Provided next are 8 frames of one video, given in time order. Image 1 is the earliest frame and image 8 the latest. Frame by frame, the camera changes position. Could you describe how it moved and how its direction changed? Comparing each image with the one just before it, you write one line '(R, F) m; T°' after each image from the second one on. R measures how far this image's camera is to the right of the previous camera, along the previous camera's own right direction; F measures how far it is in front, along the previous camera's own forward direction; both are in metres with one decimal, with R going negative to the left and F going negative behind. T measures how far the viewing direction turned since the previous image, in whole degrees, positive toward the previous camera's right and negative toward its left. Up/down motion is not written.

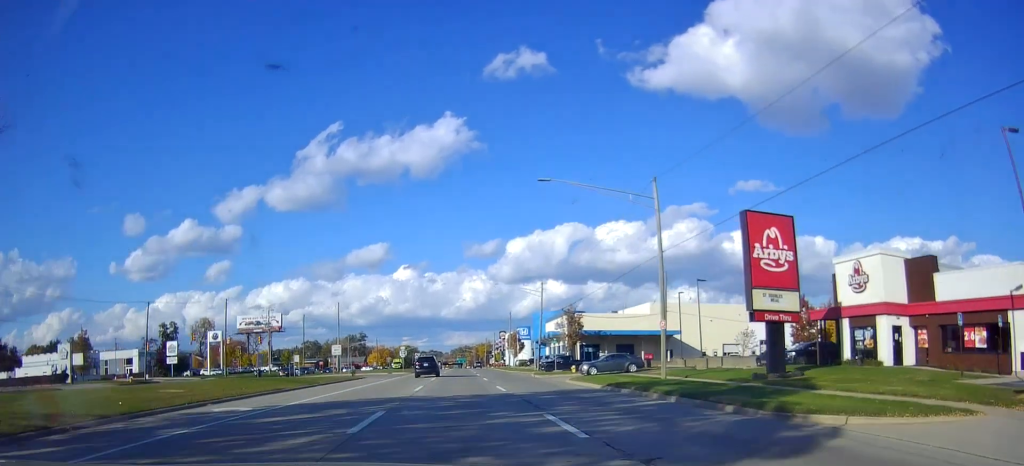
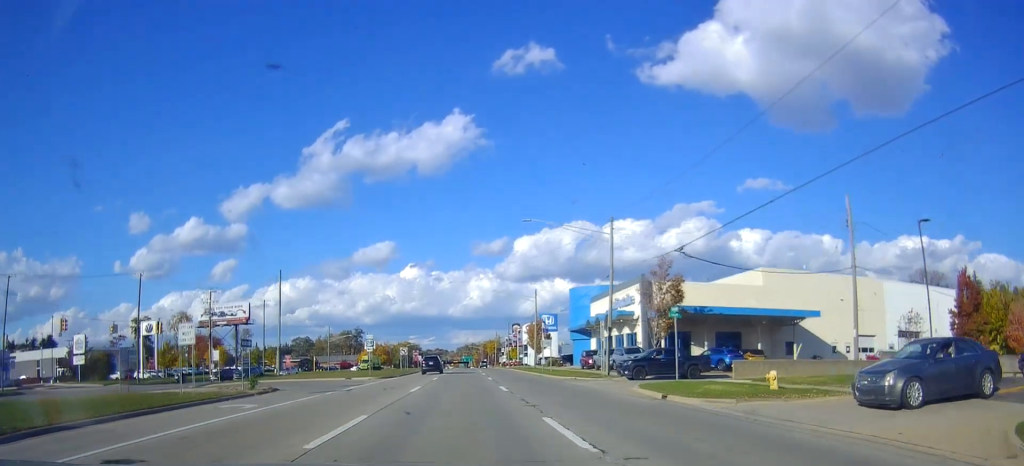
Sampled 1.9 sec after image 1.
(-1.1, +32.5) m; -3°
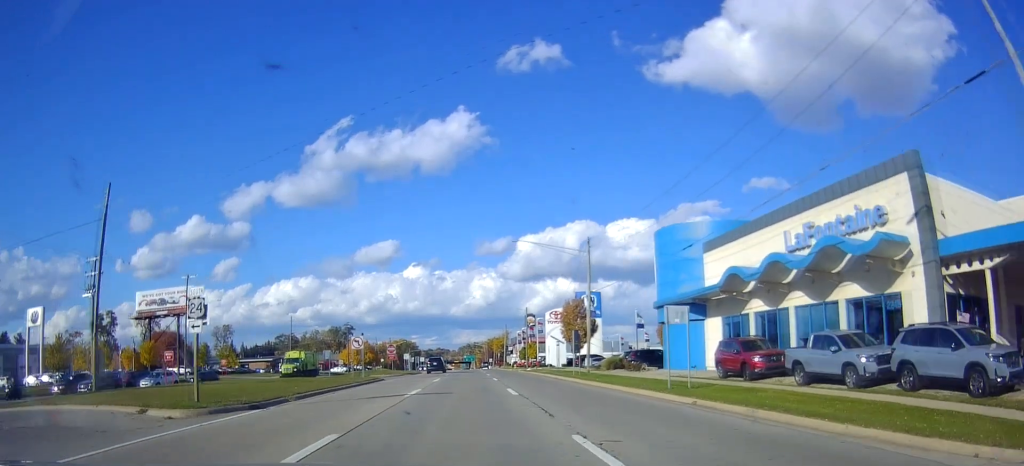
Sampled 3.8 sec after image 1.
(+1.0, +33.5) m; +3°
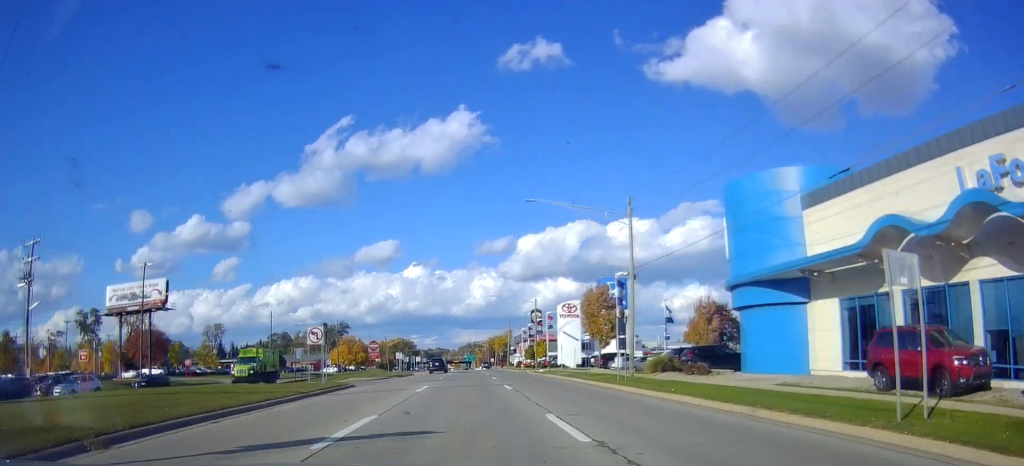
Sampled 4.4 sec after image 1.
(0.0, +12.1) m; 0°
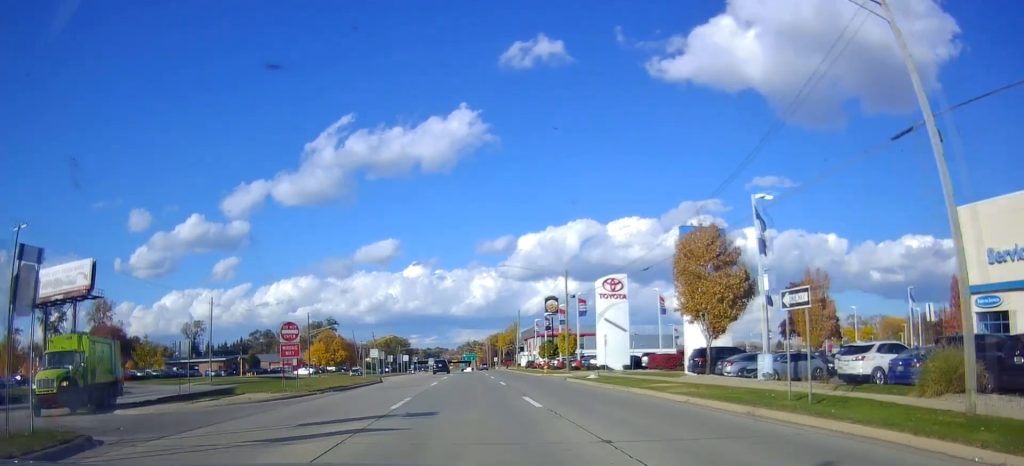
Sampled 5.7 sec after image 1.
(-0.3, +24.7) m; -1°
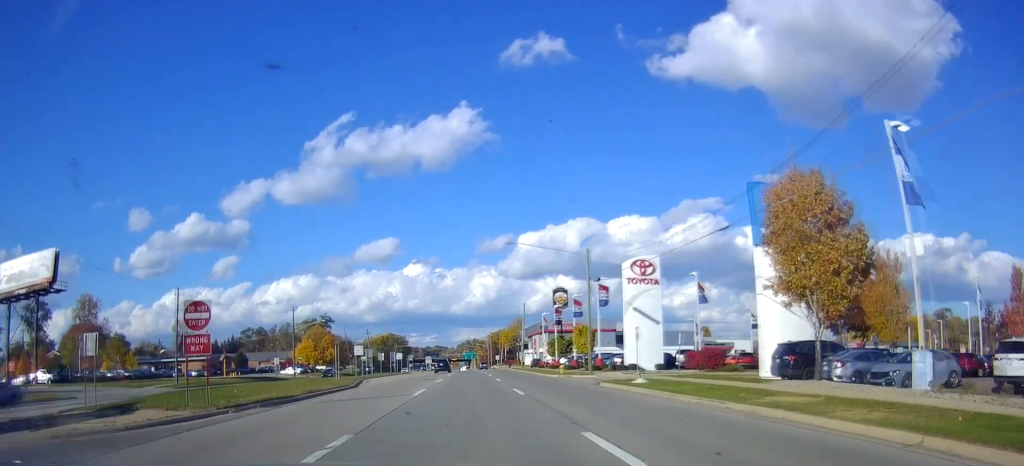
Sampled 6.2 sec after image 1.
(-0.2, +9.8) m; 0°
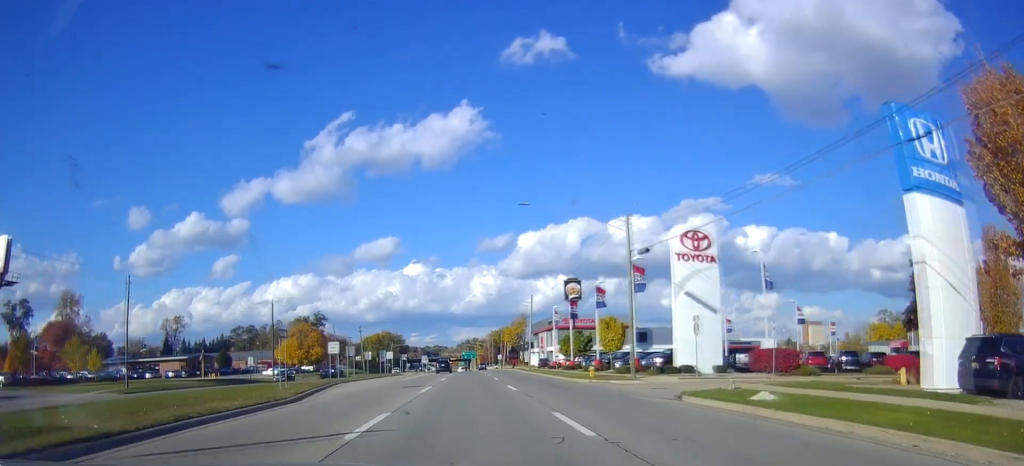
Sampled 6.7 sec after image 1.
(+0.2, +11.4) m; +1°
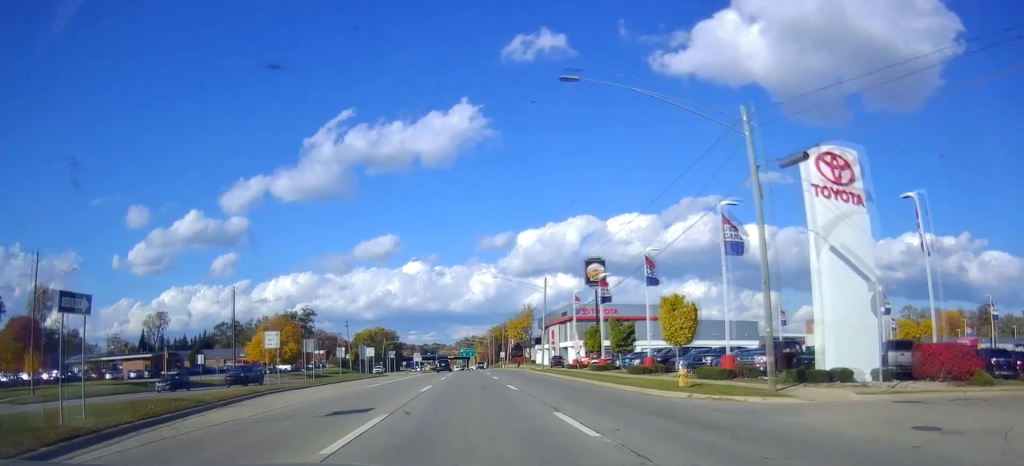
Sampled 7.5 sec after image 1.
(+0.2, +15.6) m; 0°
